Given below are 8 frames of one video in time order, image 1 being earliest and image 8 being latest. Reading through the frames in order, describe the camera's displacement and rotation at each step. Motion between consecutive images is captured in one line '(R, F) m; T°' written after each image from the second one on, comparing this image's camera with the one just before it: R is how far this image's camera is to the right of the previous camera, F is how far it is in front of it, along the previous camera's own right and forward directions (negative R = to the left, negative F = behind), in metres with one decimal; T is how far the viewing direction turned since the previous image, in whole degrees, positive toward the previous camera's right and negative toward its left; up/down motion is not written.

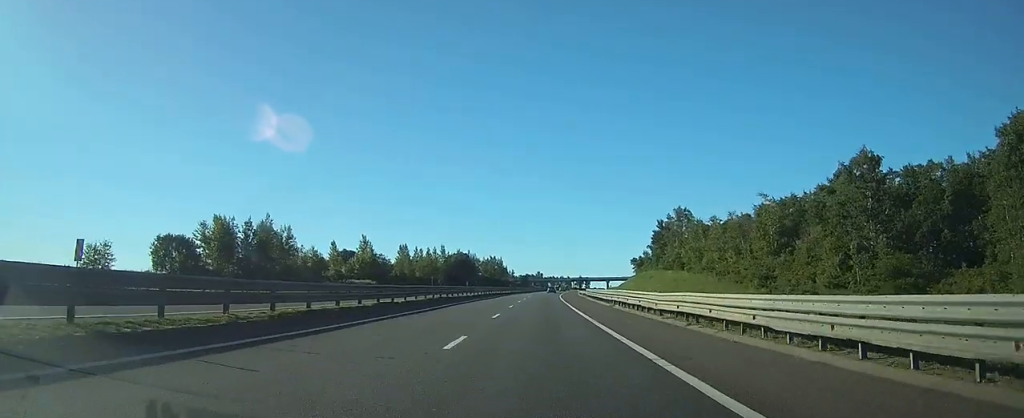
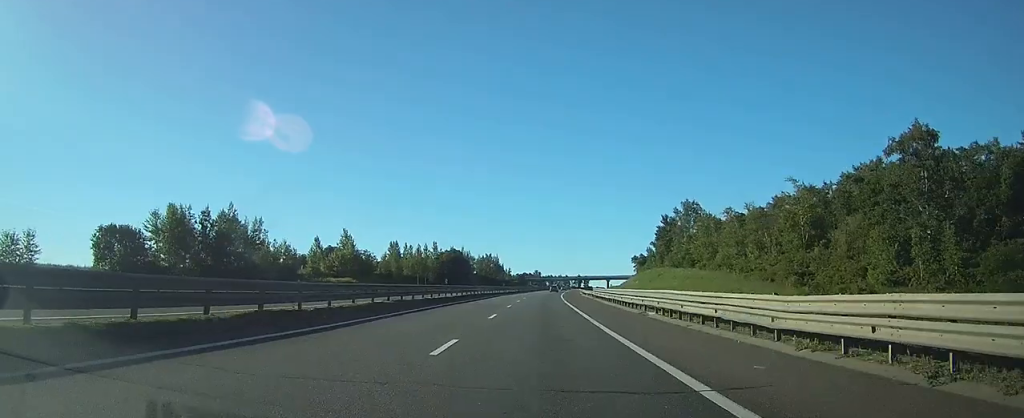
(0.0, +13.2) m; 0°
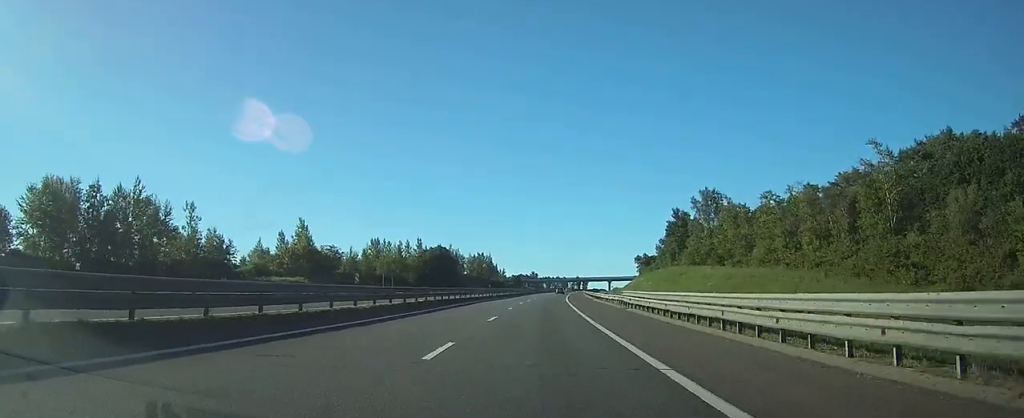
(0.0, +24.5) m; 0°
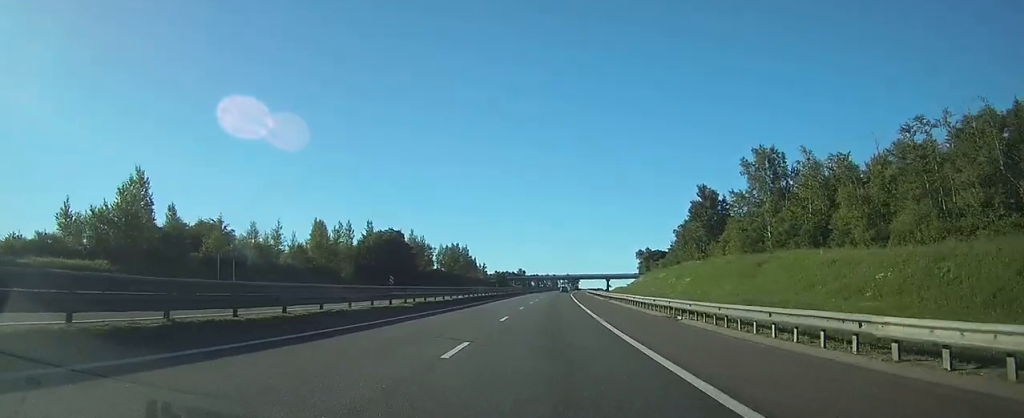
(+0.3, +47.2) m; +1°
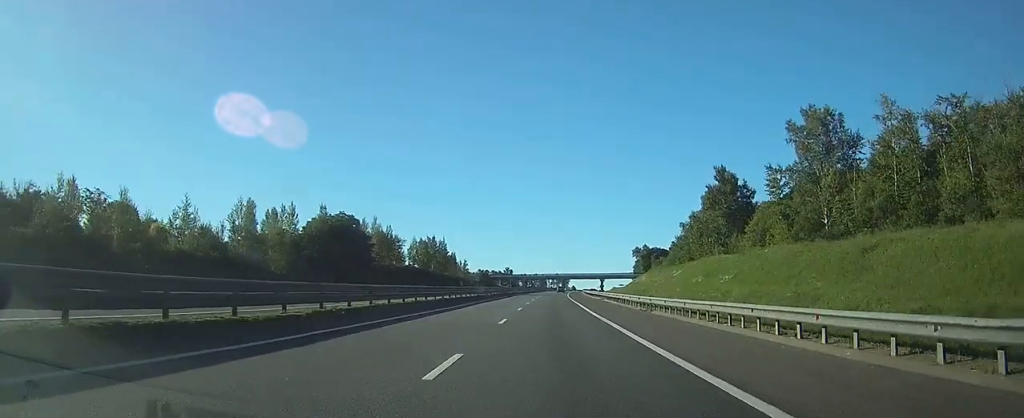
(+0.1, +26.2) m; 0°
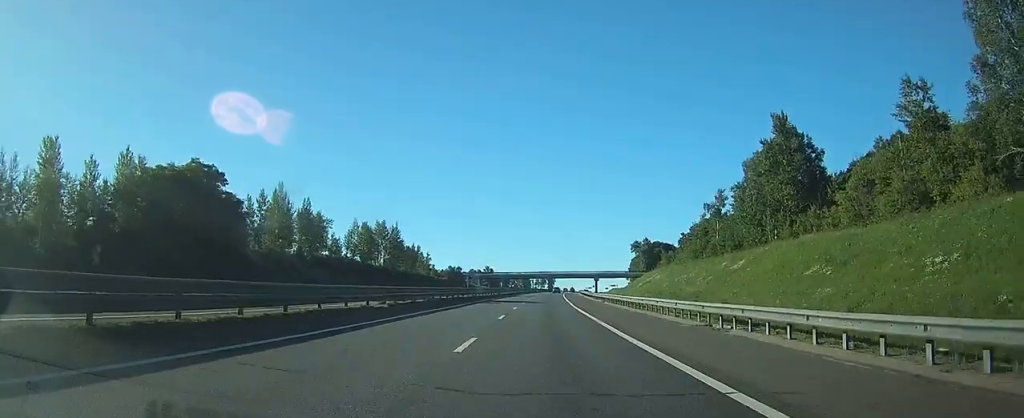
(+0.6, +43.7) m; +2°
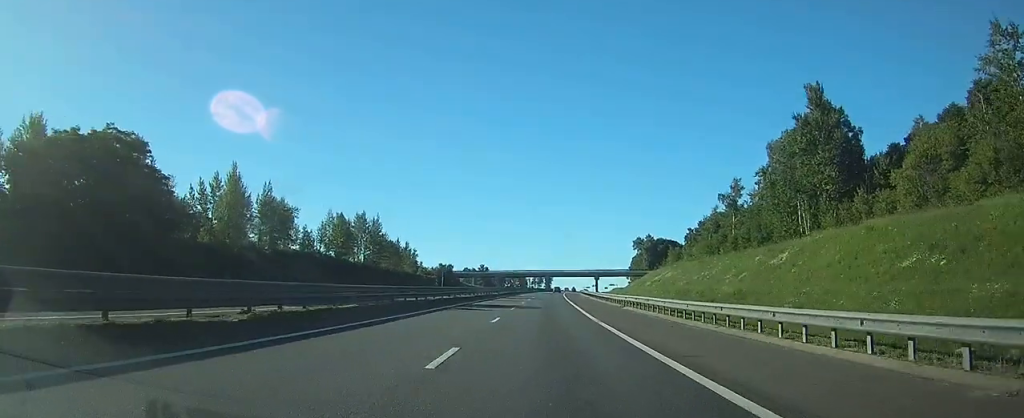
(+0.1, +14.3) m; +1°
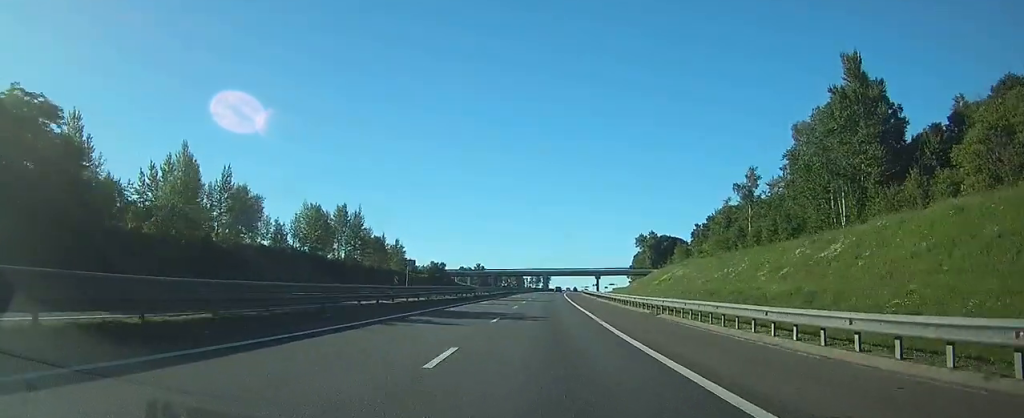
(0.0, +11.8) m; 0°
